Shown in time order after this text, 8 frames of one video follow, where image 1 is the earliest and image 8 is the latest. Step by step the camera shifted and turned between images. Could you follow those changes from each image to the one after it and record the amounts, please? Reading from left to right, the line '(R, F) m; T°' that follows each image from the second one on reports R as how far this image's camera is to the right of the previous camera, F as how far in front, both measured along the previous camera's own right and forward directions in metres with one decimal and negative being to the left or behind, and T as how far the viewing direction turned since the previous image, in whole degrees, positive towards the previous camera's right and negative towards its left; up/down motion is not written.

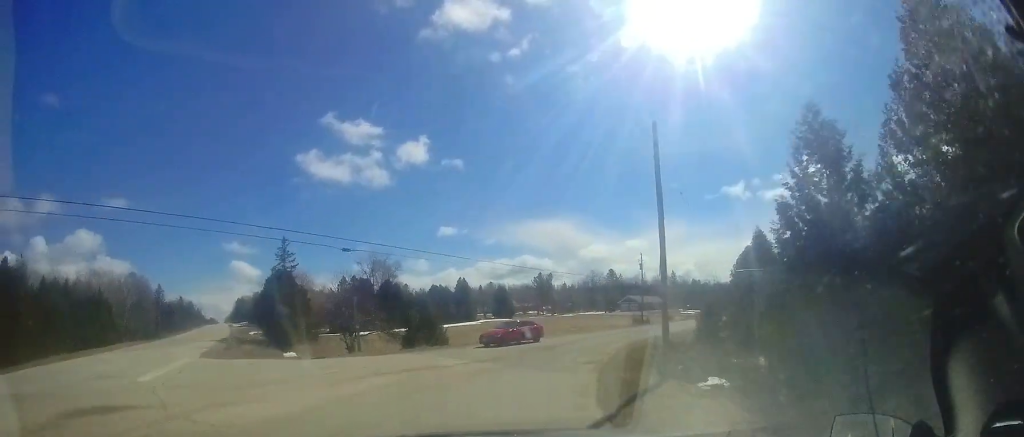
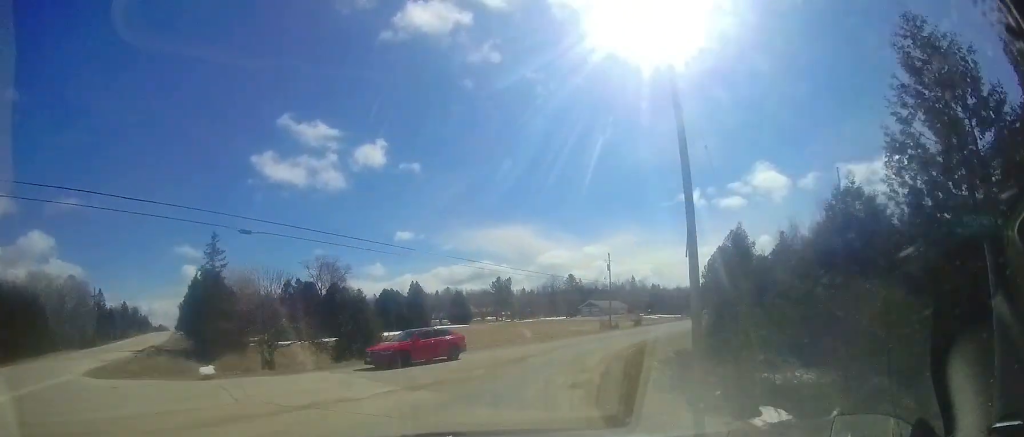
(+0.1, +4.7) m; +4°
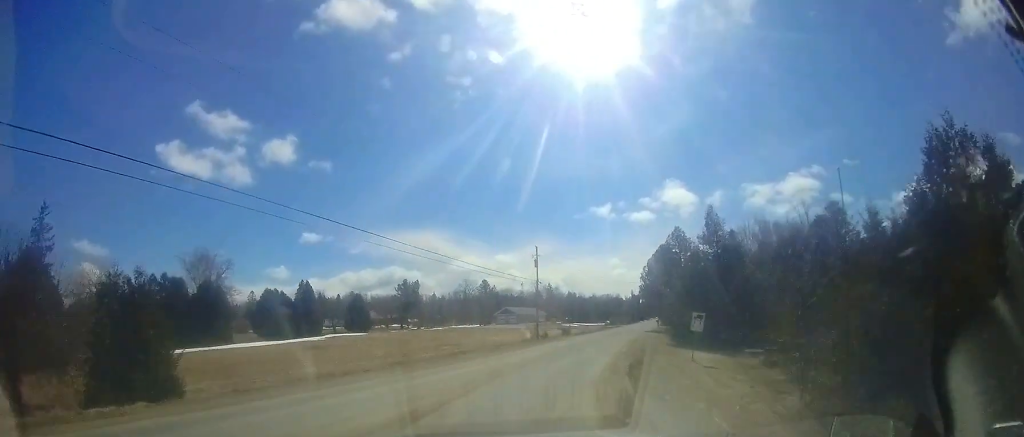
(+0.8, +9.9) m; +11°
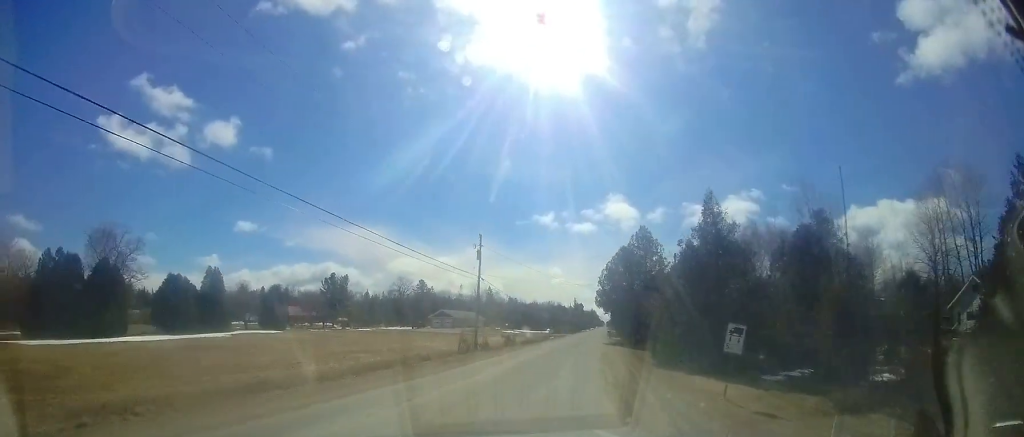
(+0.5, +7.3) m; +12°
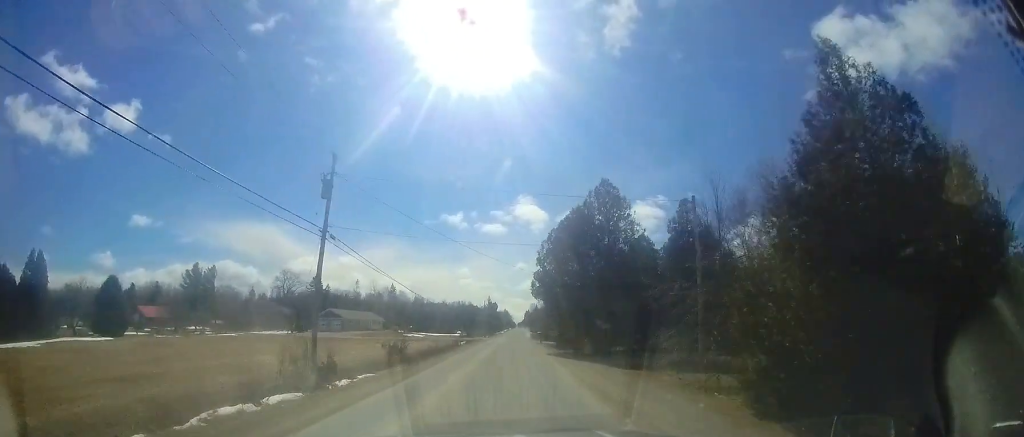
(+3.9, +14.1) m; +23°
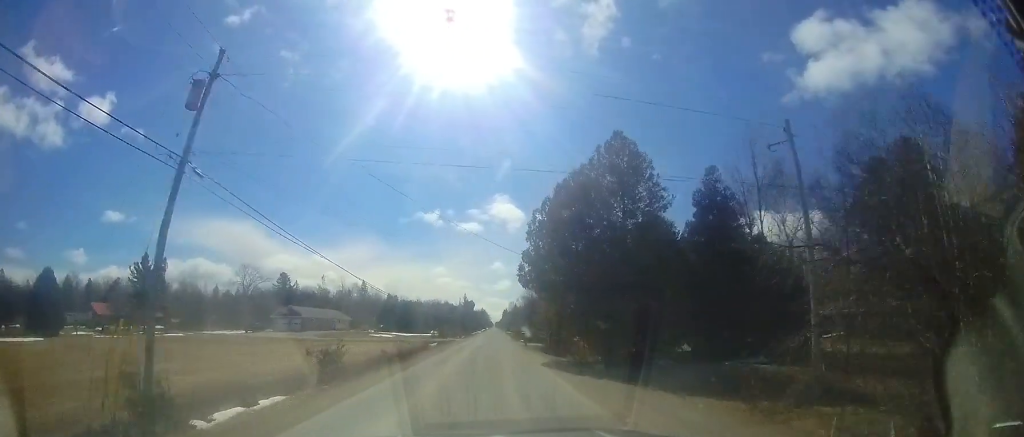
(+0.4, +7.4) m; +3°
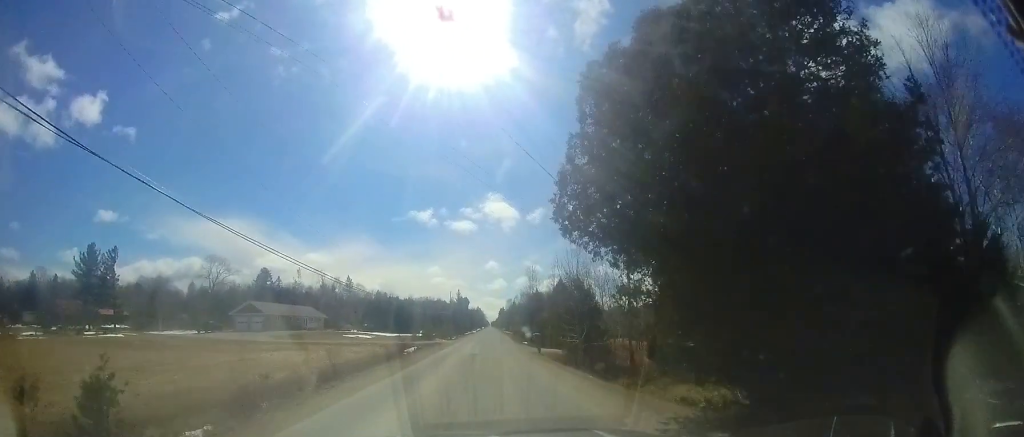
(-0.1, +12.7) m; +1°
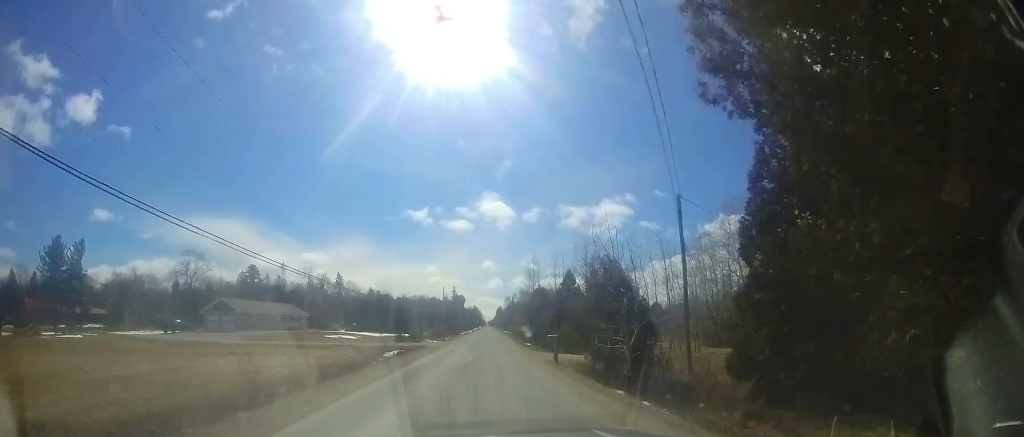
(+0.3, +7.1) m; +1°
